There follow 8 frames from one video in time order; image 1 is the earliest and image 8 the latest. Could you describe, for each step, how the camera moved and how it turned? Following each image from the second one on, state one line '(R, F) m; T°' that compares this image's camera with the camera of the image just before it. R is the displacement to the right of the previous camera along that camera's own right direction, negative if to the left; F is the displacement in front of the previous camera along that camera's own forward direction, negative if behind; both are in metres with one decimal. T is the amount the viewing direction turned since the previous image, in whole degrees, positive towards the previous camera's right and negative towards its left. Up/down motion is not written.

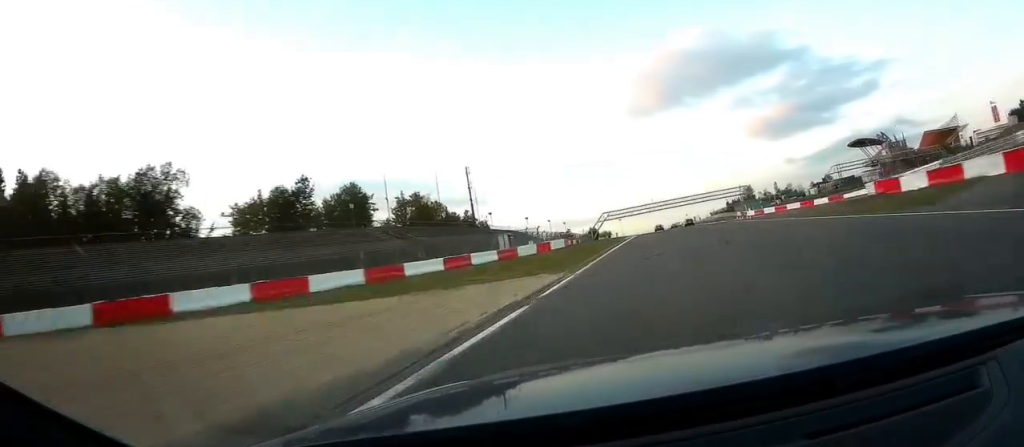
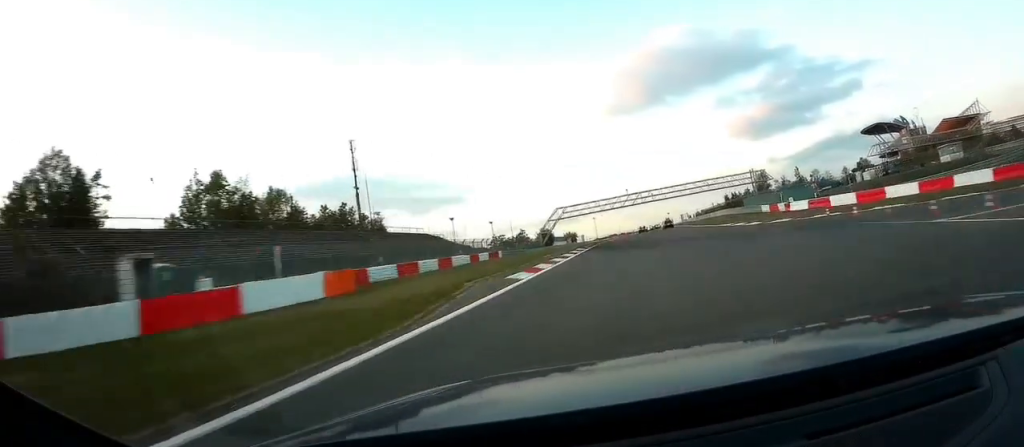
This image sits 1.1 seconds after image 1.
(+0.9, +57.2) m; +1°
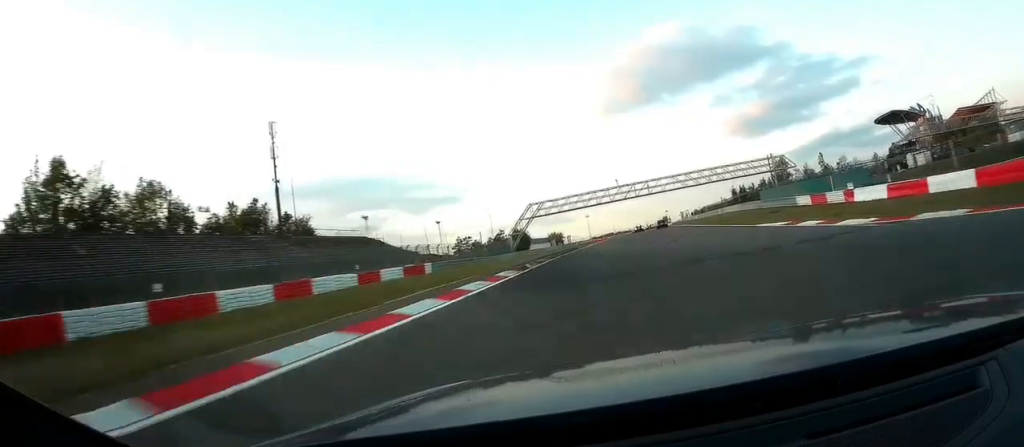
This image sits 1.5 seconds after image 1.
(+0.1, +22.0) m; 0°
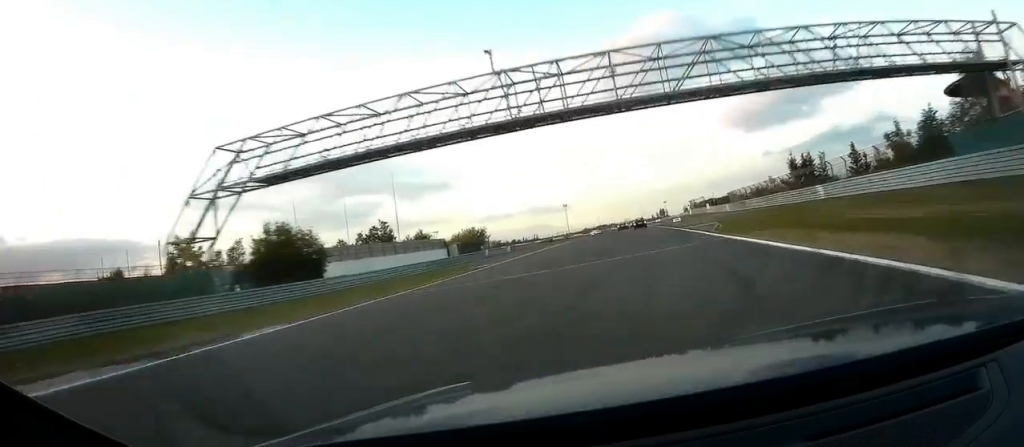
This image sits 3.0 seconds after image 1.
(+0.2, +59.3) m; 0°
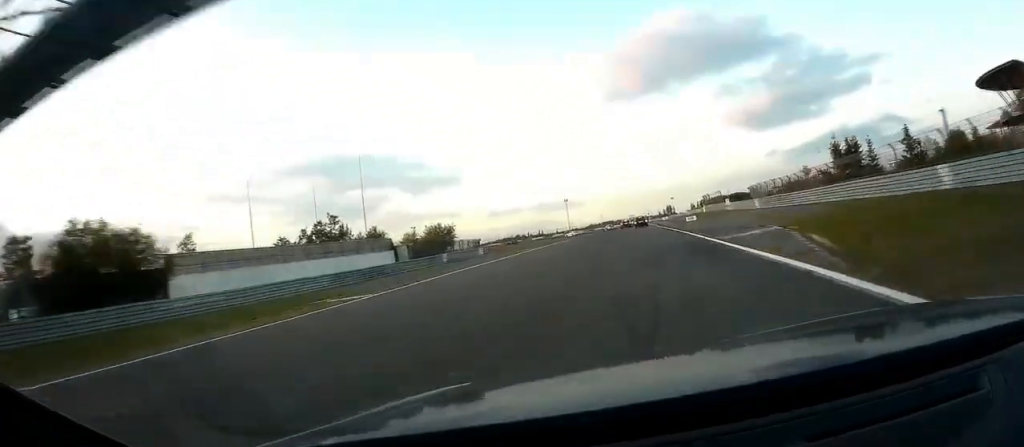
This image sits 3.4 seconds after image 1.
(0.0, +14.6) m; 0°
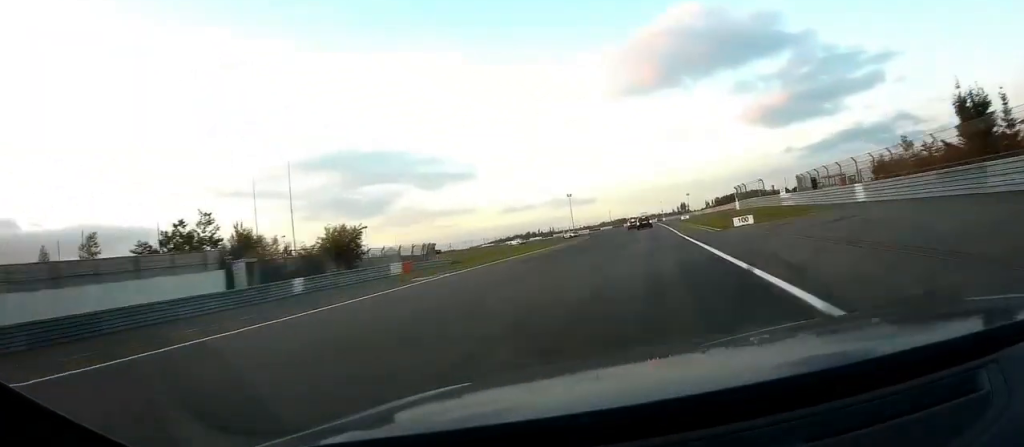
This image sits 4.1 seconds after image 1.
(0.0, +25.2) m; -1°
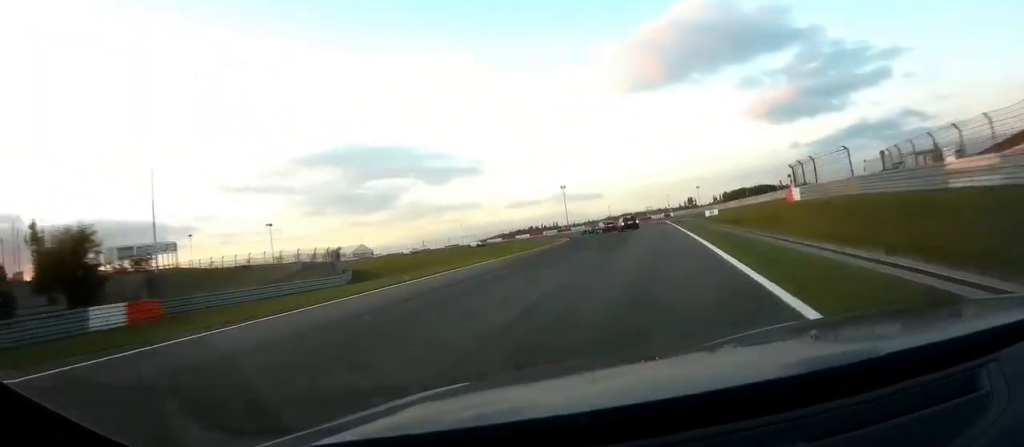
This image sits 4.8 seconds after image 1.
(-0.3, +32.0) m; -2°
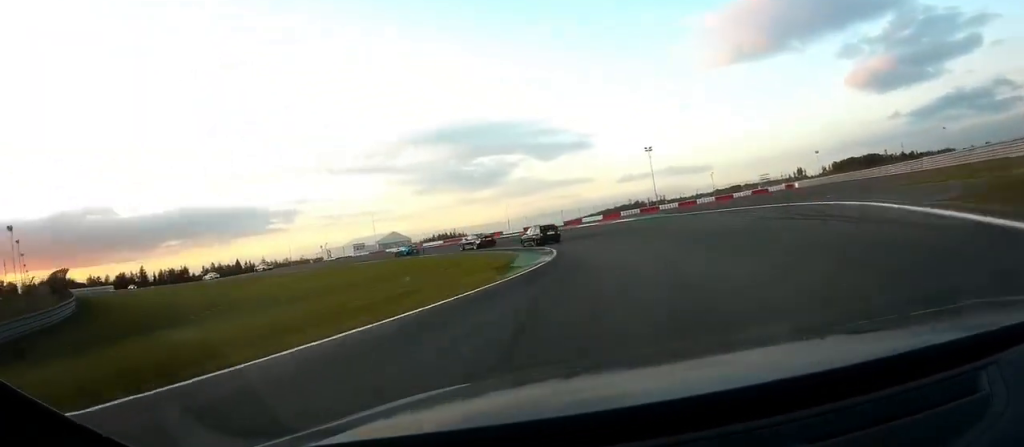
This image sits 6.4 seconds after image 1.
(-3.7, +71.5) m; -8°
